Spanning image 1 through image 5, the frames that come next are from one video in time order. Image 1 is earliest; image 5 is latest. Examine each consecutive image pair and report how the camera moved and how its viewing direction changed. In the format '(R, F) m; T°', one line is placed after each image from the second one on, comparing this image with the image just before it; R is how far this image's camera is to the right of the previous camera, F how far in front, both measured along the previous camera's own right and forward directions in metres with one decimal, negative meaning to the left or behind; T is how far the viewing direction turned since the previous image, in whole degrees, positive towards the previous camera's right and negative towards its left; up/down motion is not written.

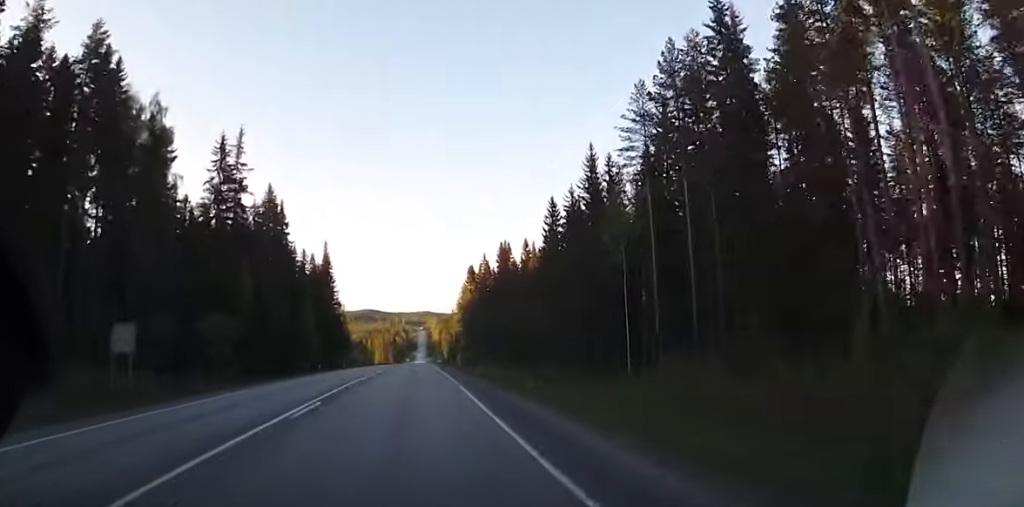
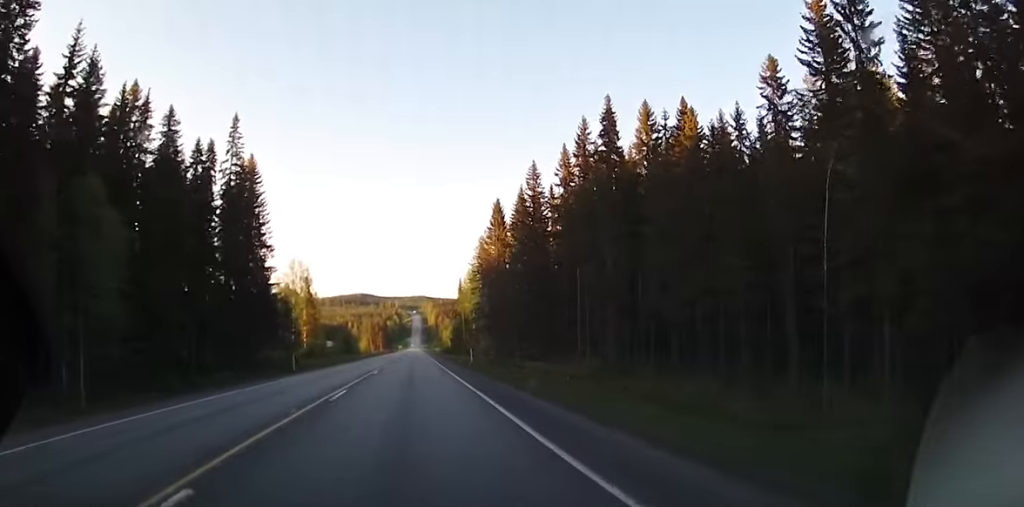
(-0.2, +70.1) m; 0°
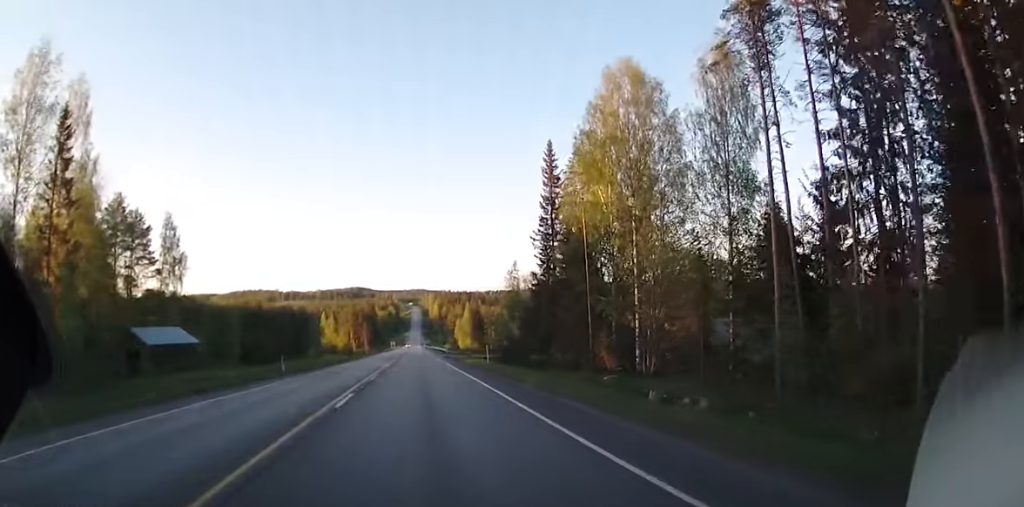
(+1.8, +122.3) m; +2°
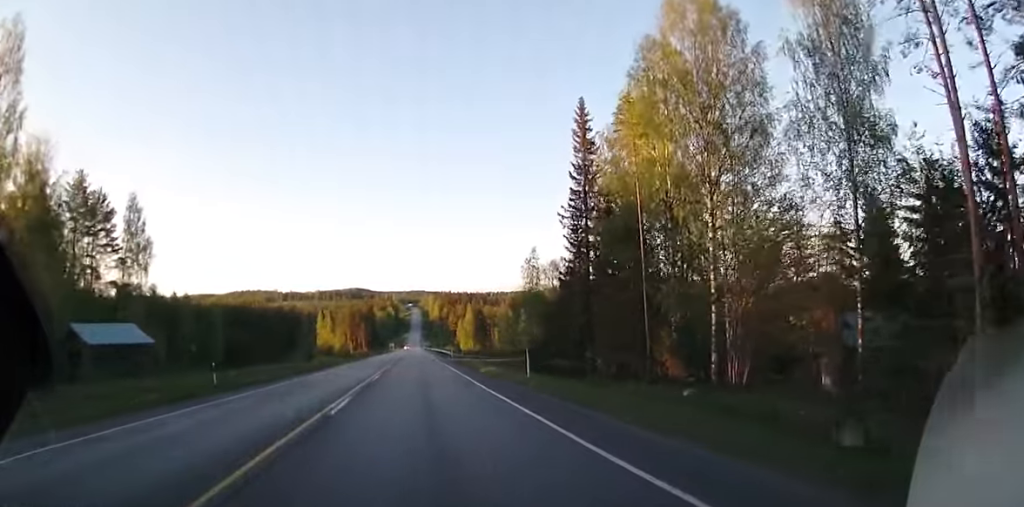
(-0.1, +11.9) m; 0°
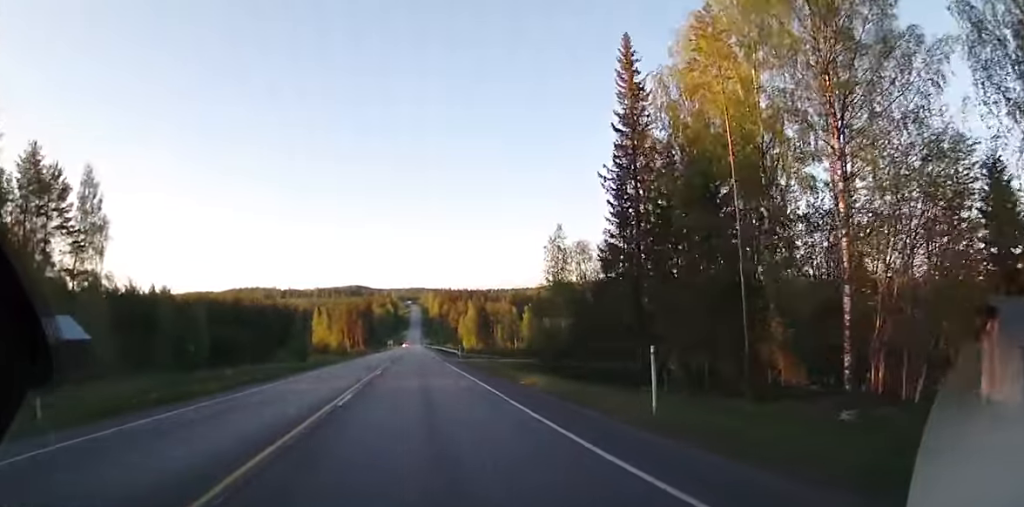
(0.0, +11.2) m; 0°
